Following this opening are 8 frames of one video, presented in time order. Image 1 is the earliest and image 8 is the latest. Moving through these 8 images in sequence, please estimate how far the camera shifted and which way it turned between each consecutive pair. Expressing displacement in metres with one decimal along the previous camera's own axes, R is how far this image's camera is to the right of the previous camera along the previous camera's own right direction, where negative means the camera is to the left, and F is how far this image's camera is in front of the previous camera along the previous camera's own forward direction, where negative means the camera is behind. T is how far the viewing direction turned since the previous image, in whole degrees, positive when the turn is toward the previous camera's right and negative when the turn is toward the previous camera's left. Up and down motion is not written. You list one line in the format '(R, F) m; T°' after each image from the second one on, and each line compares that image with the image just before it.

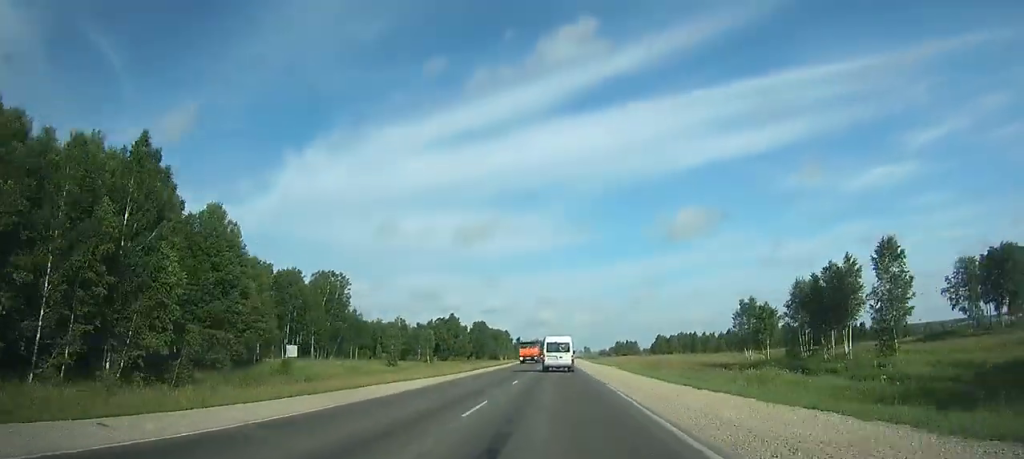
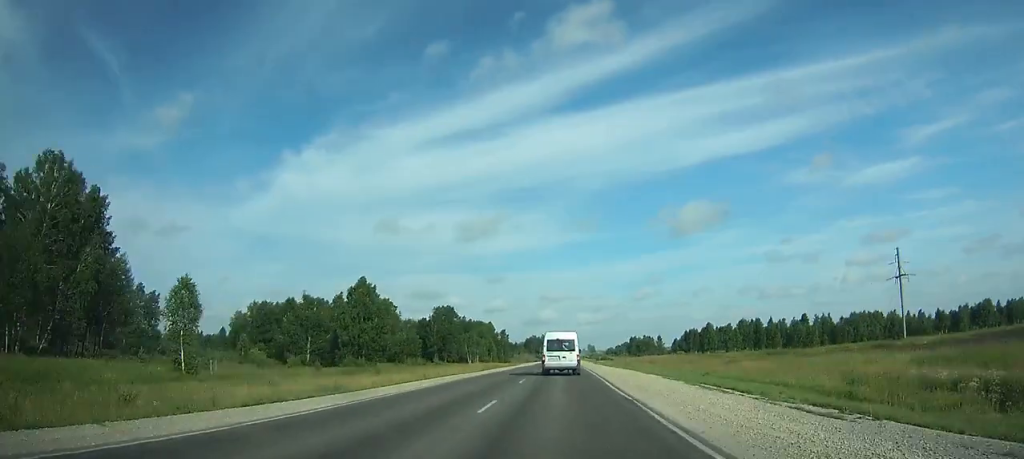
(0.0, +93.4) m; 0°
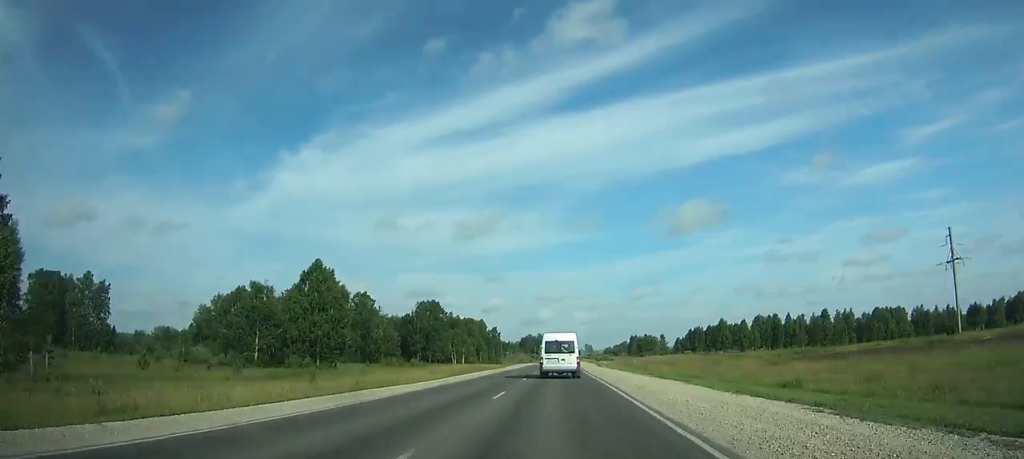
(+0.1, +20.4) m; 0°
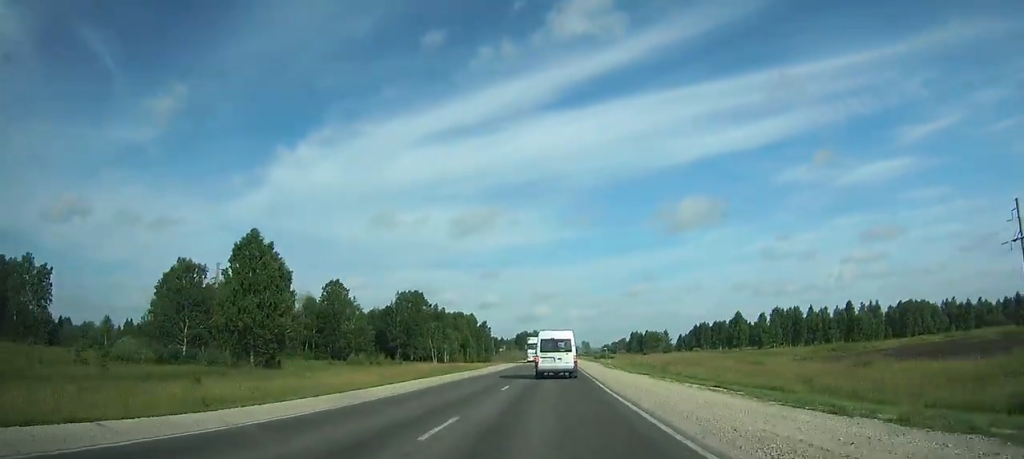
(0.0, +20.3) m; 0°
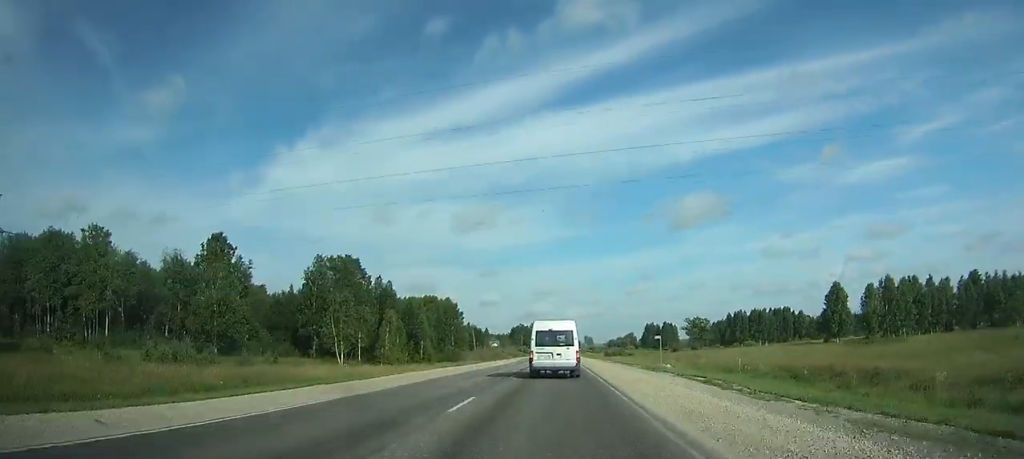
(0.0, +55.9) m; 0°
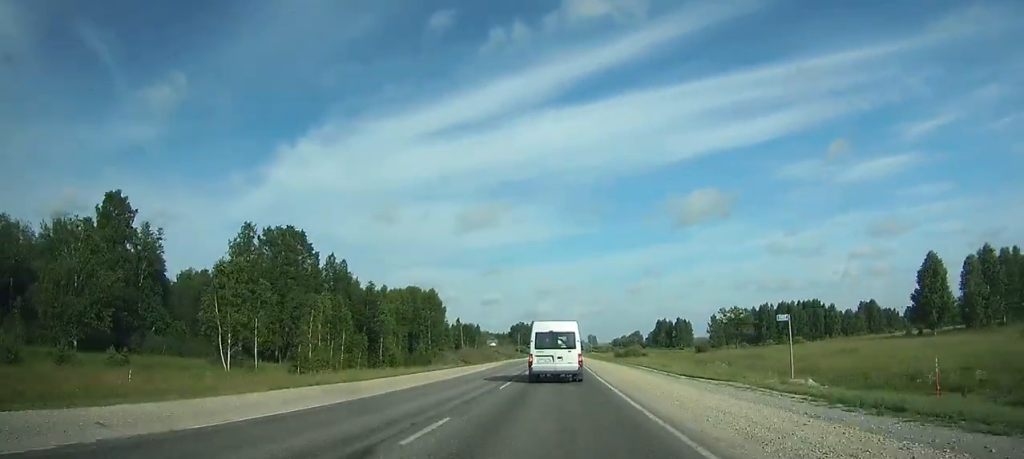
(0.0, +26.8) m; 0°
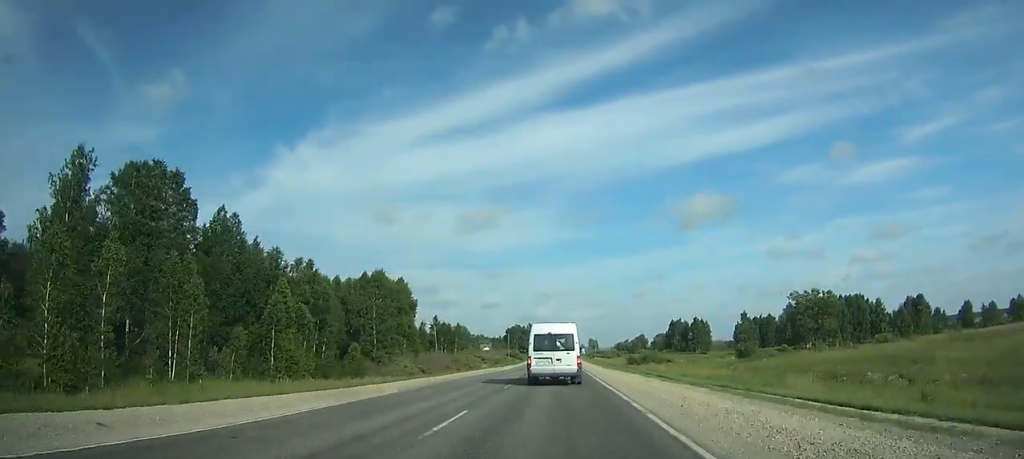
(0.0, +34.3) m; 0°
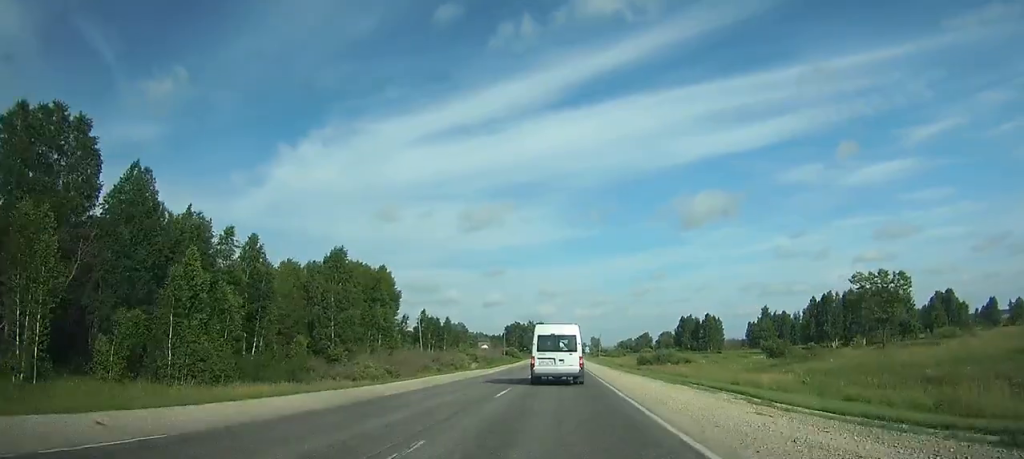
(0.0, +17.3) m; 0°
